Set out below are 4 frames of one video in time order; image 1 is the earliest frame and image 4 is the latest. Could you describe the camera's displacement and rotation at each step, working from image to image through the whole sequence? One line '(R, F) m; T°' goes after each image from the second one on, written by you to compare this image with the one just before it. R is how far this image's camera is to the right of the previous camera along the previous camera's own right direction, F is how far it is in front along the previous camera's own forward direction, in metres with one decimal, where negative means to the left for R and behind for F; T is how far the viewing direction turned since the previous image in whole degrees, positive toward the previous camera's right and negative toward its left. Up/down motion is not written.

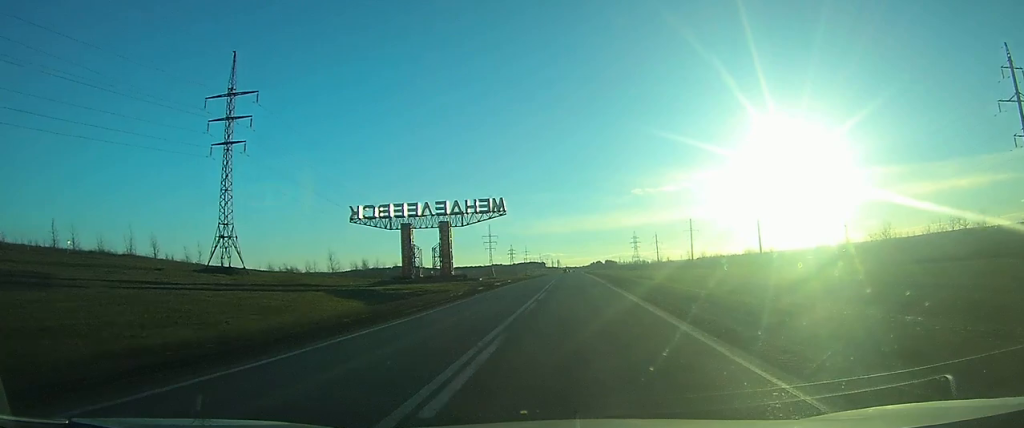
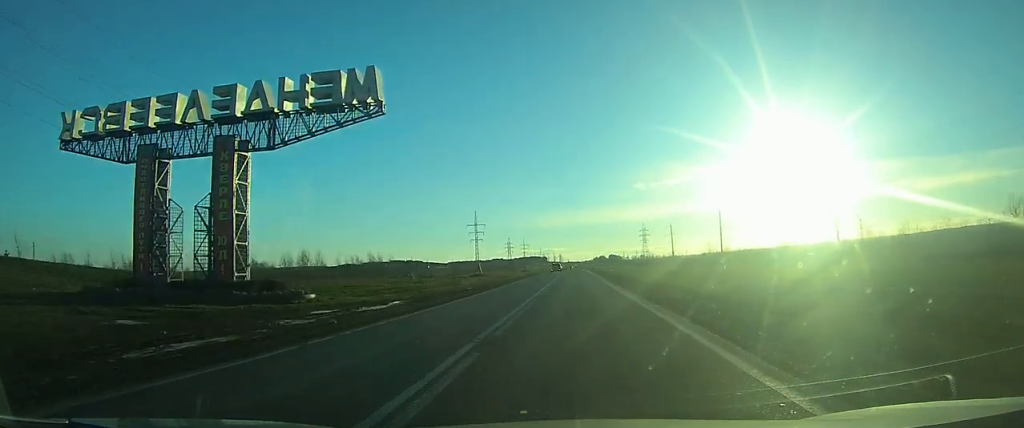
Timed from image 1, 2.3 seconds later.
(-0.1, +48.2) m; 0°
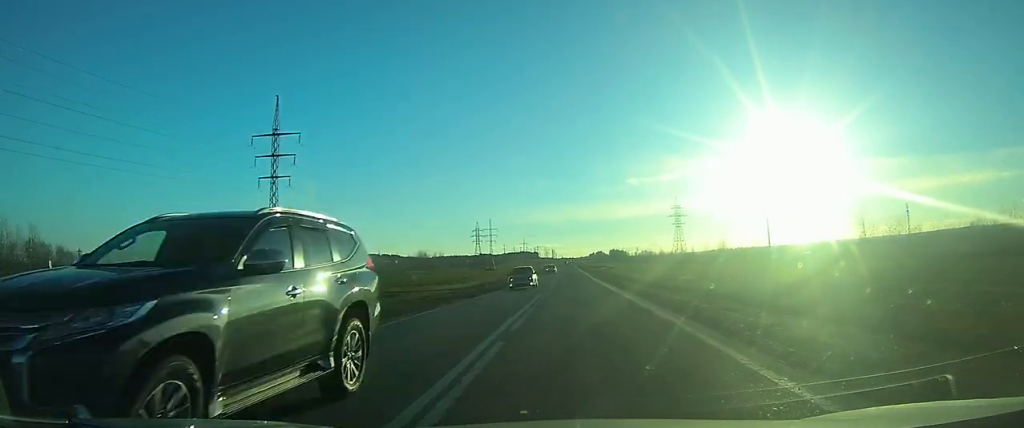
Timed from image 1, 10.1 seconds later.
(+0.7, +175.7) m; +1°
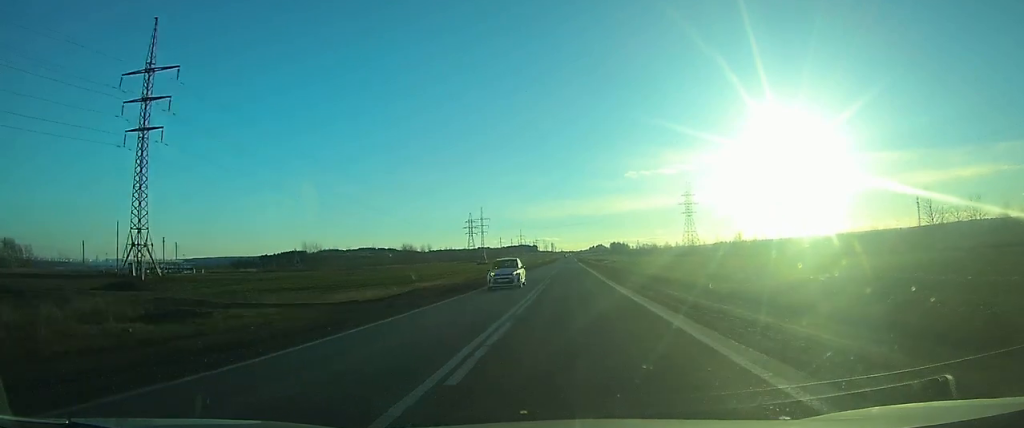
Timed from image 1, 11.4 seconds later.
(+0.1, +30.0) m; 0°
